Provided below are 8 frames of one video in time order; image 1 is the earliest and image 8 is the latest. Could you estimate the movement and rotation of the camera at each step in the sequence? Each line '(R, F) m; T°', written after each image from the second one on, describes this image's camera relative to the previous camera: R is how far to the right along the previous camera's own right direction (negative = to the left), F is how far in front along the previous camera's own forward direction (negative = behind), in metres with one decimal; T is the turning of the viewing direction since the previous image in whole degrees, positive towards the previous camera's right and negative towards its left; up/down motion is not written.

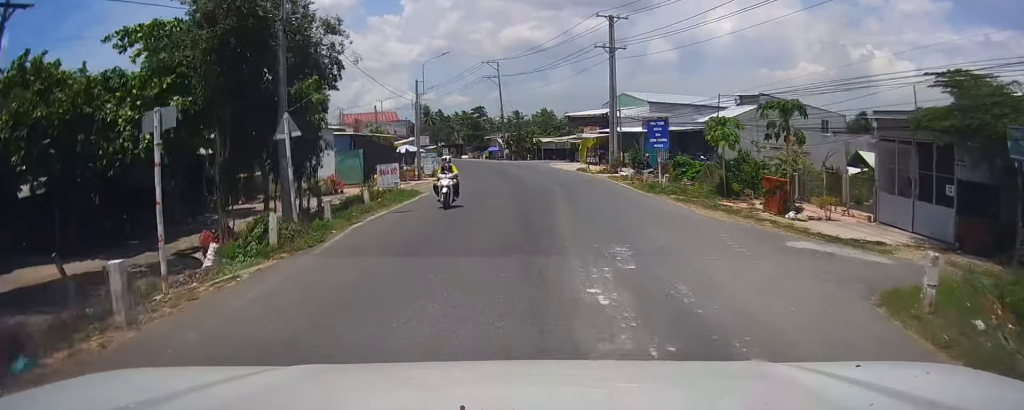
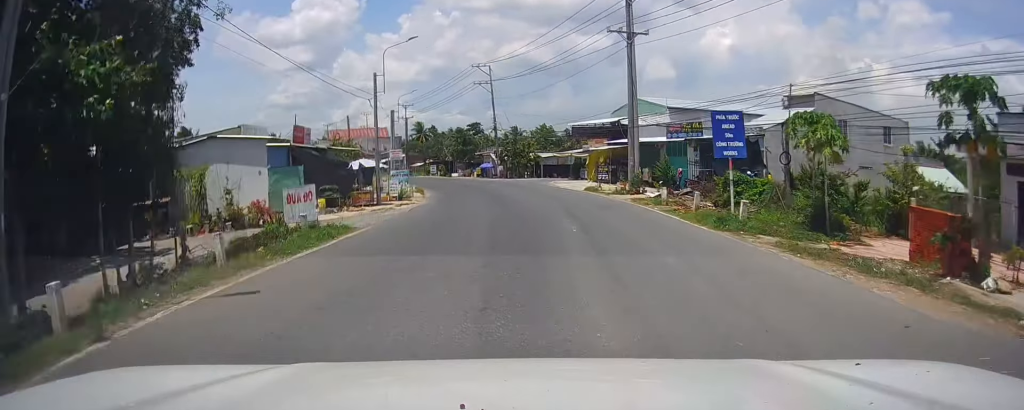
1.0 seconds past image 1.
(0.0, +10.8) m; 0°
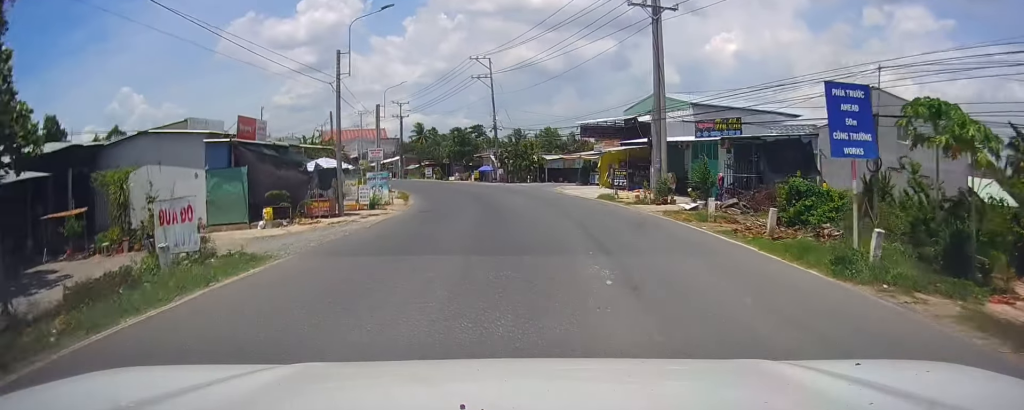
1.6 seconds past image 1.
(0.0, +7.0) m; -1°
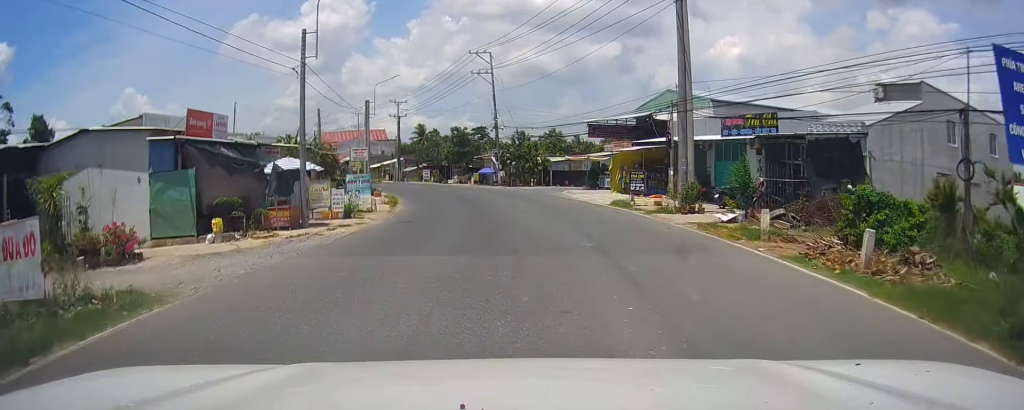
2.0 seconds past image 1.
(+0.1, +4.5) m; -1°
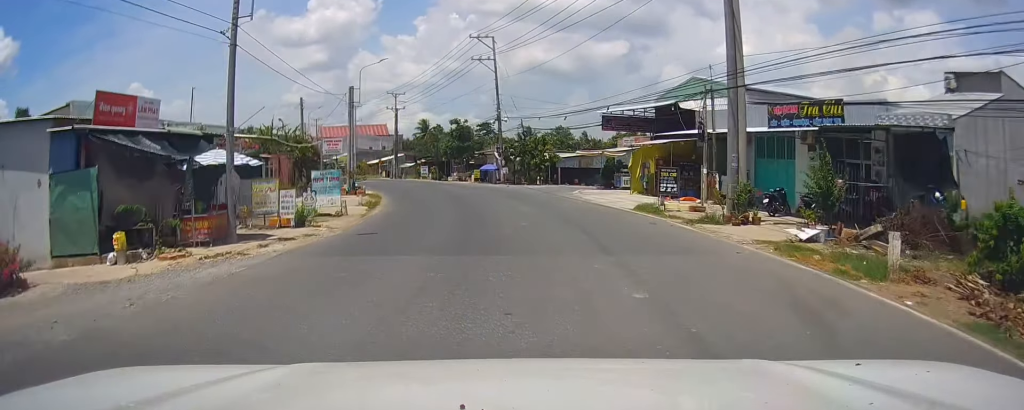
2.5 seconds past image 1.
(-0.2, +6.1) m; 0°
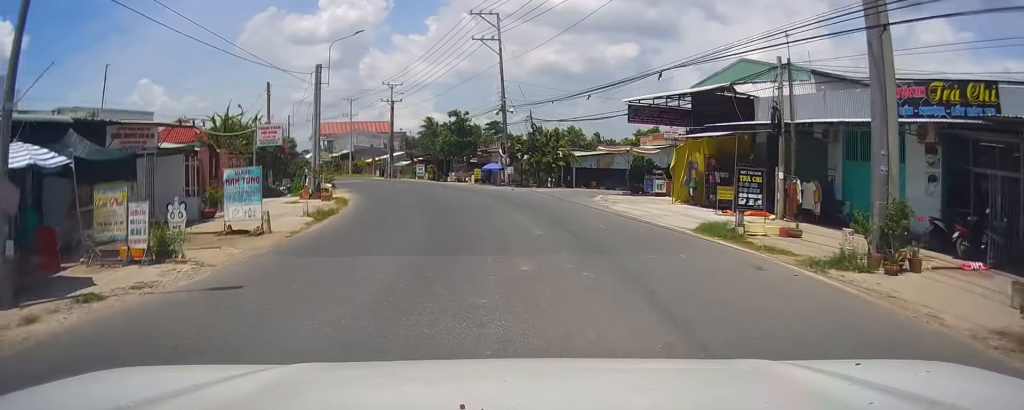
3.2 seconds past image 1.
(-0.1, +8.1) m; -1°
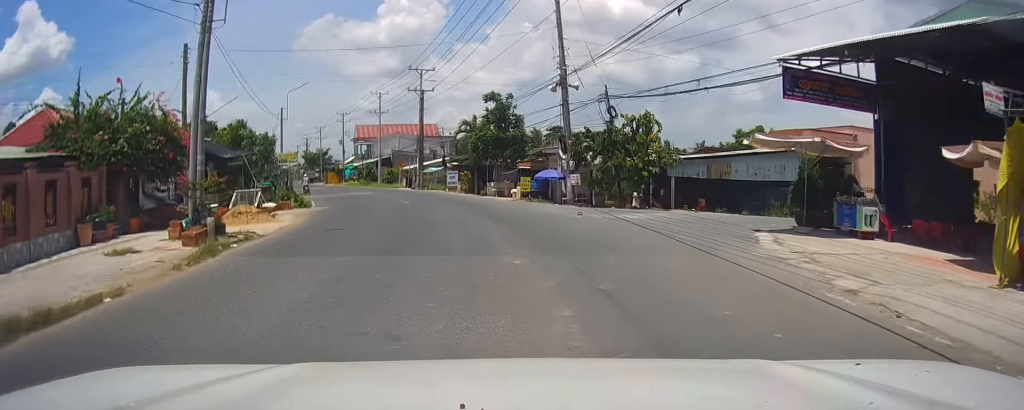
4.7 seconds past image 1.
(-0.4, +17.5) m; -3°
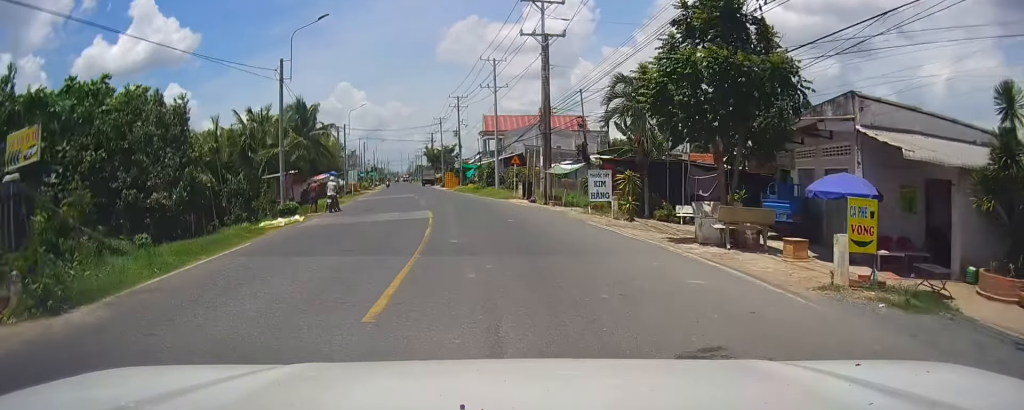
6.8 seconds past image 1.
(-1.1, +25.6) m; -9°
